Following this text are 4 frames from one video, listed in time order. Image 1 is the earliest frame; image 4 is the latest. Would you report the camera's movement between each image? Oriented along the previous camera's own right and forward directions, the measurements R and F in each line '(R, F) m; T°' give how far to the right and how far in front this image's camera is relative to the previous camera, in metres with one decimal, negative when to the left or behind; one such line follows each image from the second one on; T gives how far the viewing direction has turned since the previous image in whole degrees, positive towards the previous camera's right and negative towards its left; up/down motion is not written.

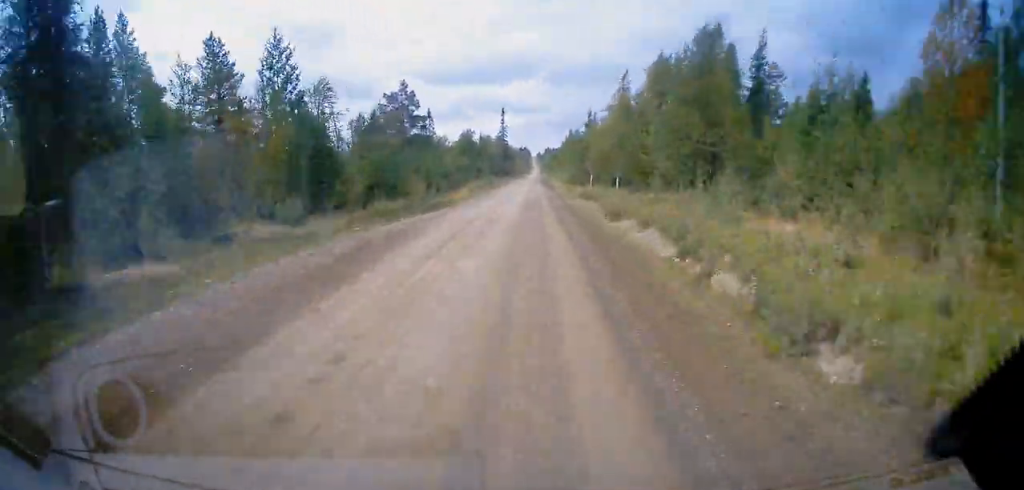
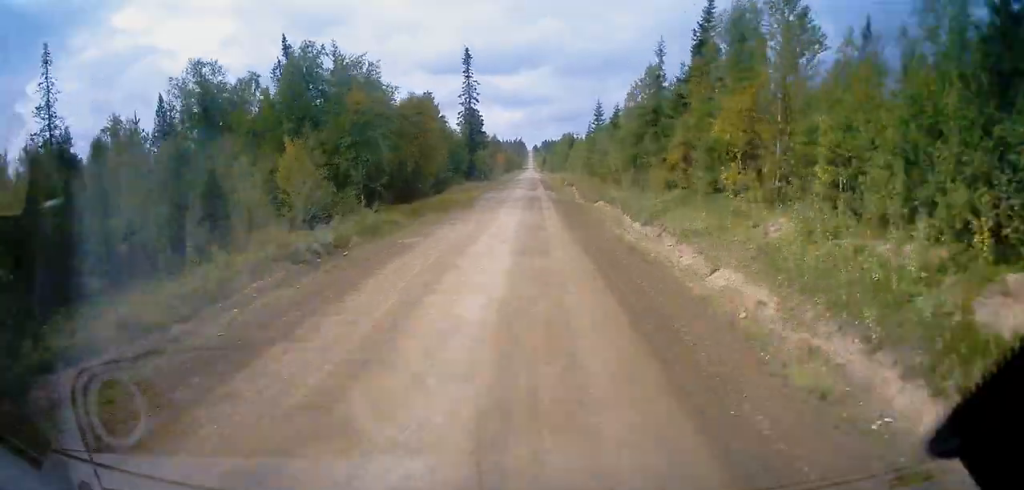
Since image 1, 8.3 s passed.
(-0.8, +98.1) m; 0°
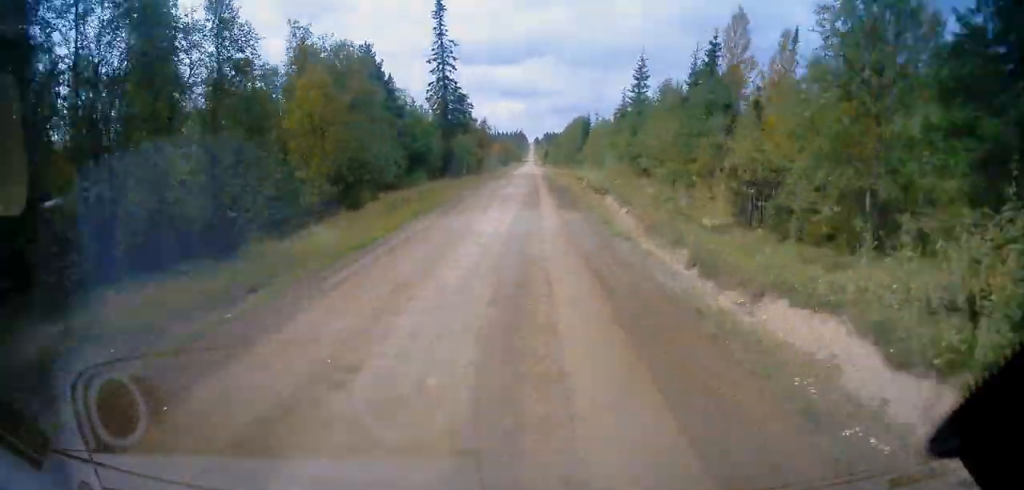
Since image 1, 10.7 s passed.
(+0.4, +28.9) m; 0°
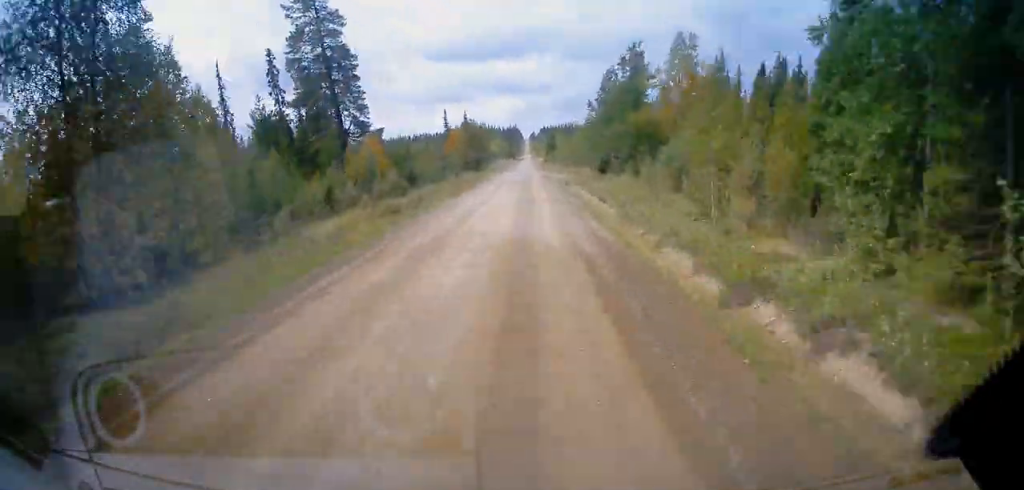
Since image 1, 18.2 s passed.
(-1.1, +91.4) m; -1°
